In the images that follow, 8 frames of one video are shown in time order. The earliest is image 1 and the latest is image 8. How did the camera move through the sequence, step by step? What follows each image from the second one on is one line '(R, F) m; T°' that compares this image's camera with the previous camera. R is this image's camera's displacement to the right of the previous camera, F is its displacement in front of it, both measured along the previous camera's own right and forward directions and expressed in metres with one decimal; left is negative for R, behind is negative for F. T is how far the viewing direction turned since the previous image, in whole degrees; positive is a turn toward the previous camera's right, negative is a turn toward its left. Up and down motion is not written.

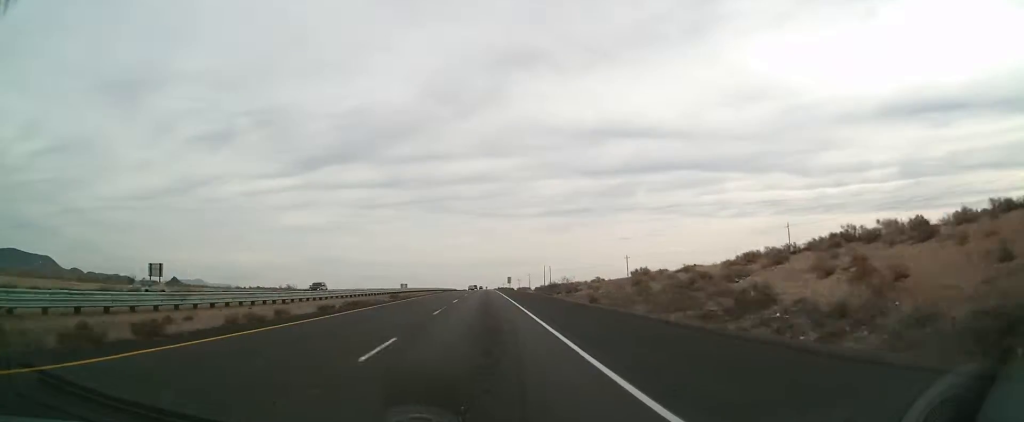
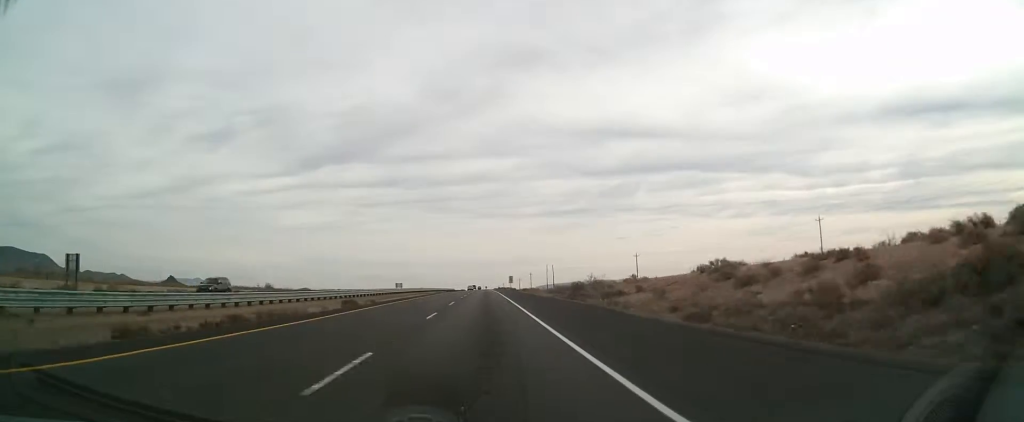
(-0.3, +17.6) m; 0°
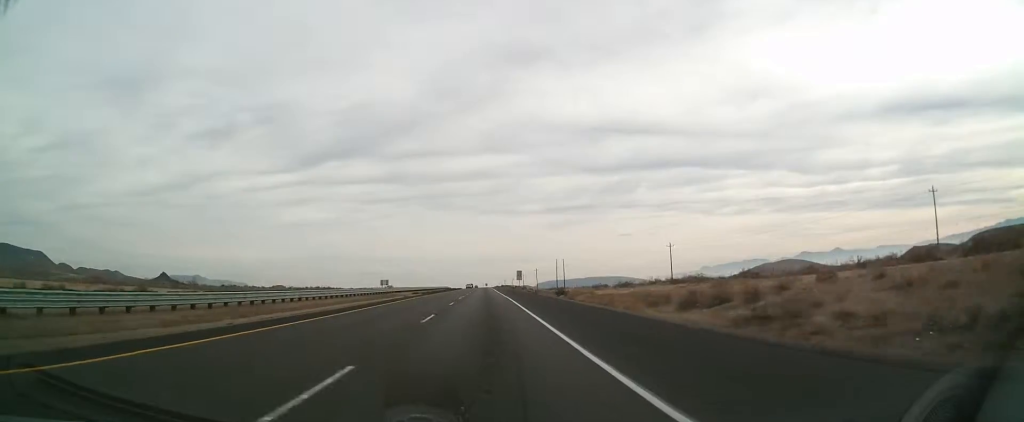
(+0.9, +45.5) m; +1°
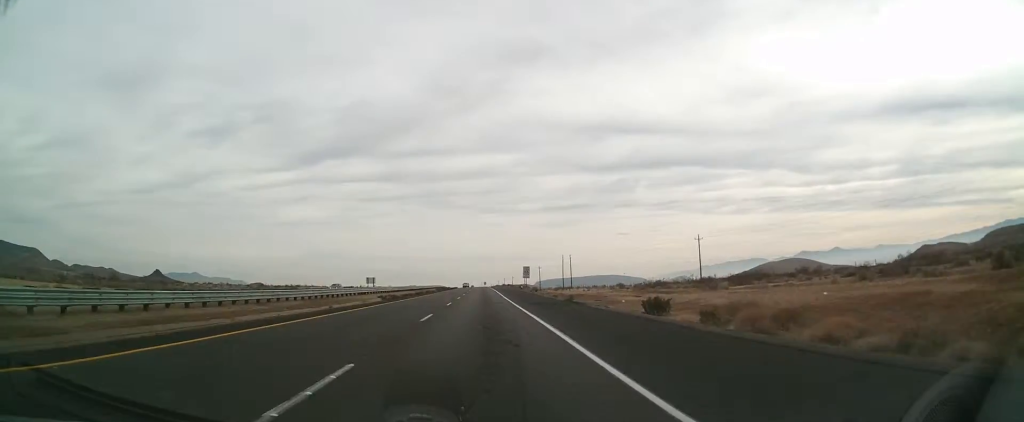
(0.0, +29.0) m; 0°
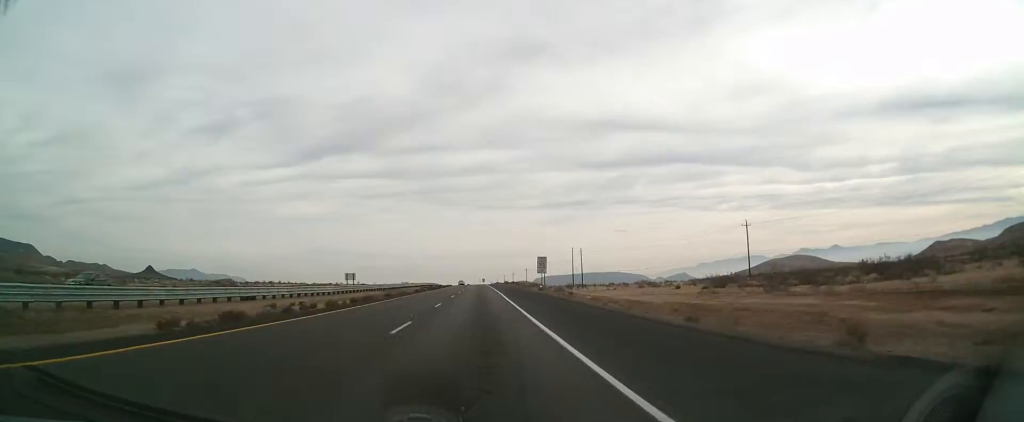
(0.0, +34.2) m; -1°
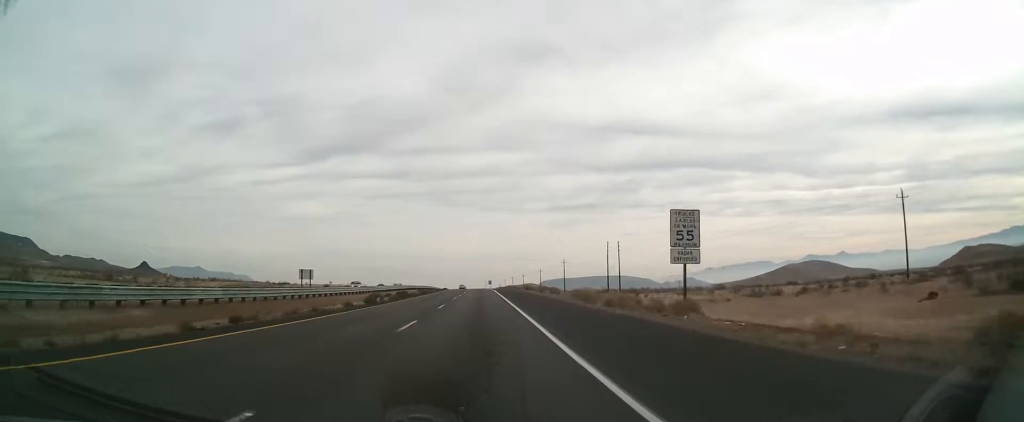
(-0.4, +56.8) m; 0°
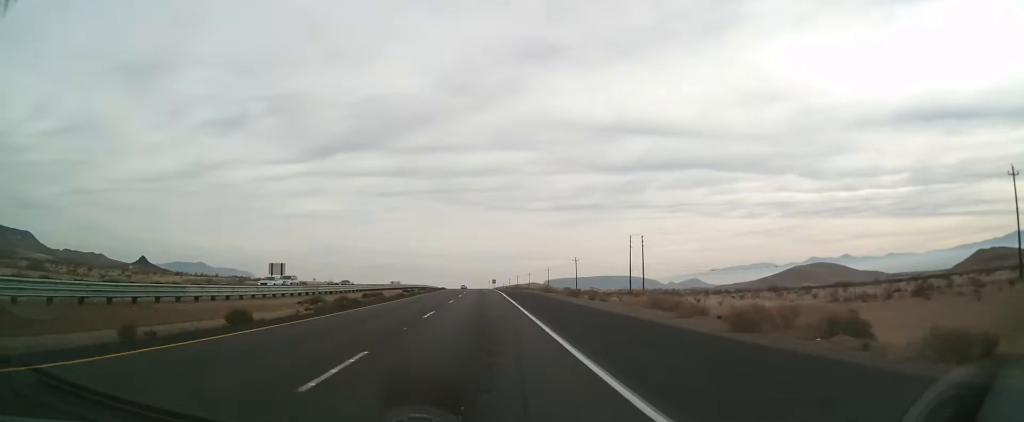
(+0.2, +23.7) m; +1°
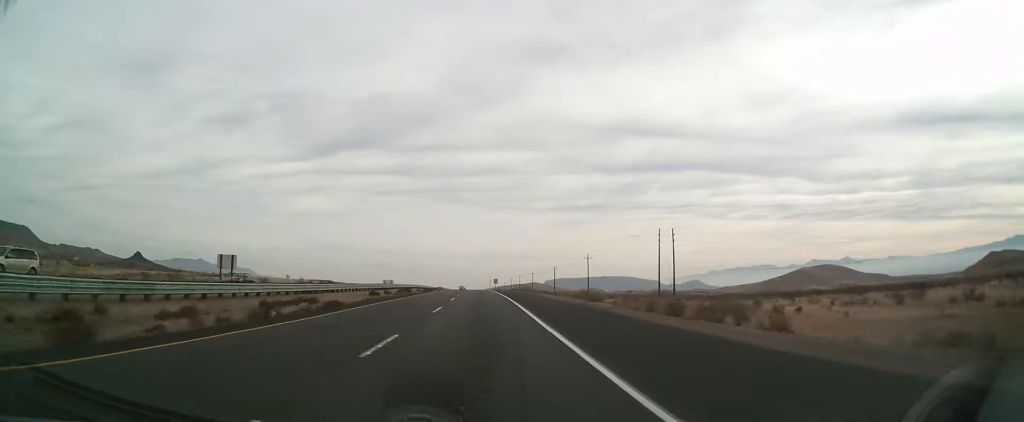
(0.0, +25.7) m; 0°
